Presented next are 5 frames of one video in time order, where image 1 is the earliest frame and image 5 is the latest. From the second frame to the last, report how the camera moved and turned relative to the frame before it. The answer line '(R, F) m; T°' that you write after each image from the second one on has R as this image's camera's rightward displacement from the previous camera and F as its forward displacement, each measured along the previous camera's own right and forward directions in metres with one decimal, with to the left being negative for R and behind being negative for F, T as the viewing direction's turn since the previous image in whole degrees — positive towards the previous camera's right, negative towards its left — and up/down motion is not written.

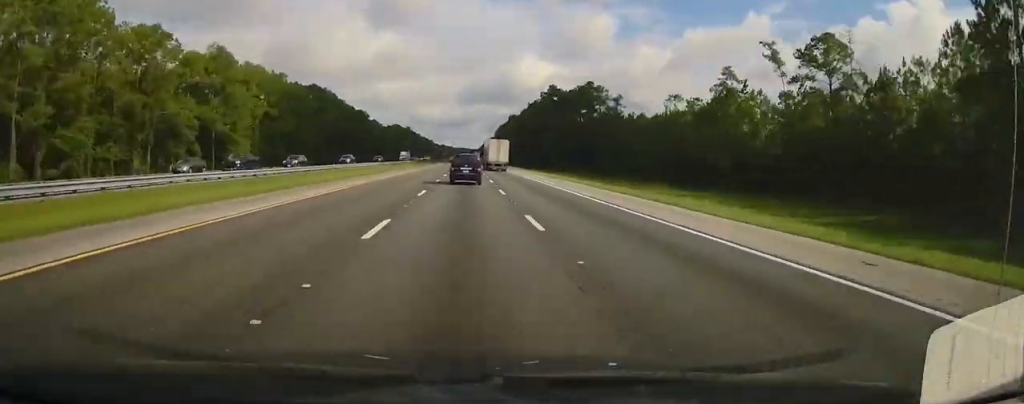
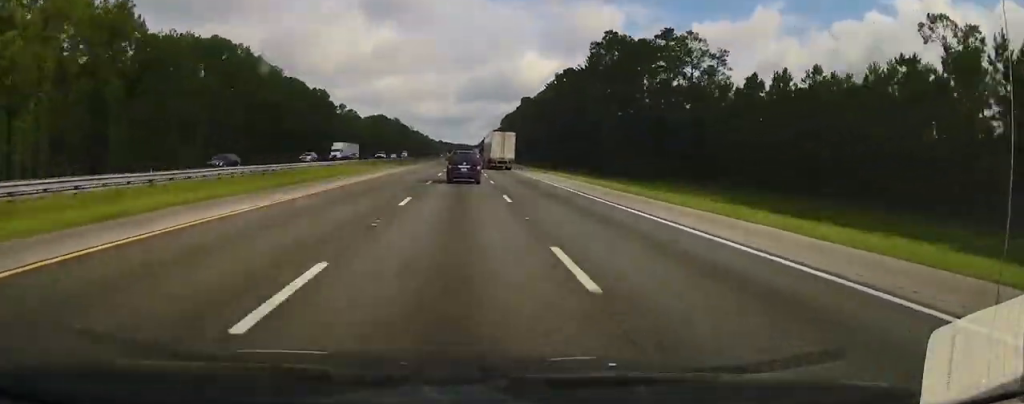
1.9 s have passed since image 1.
(-0.1, +65.3) m; 0°
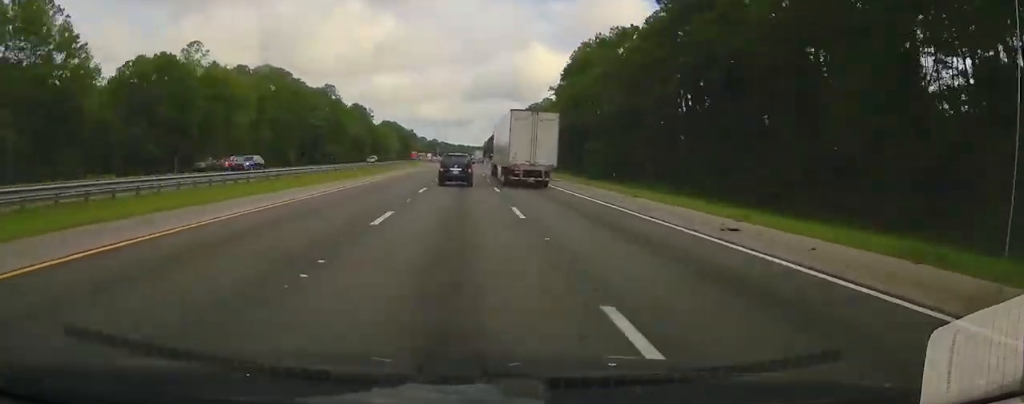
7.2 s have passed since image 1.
(-0.1, +186.1) m; 0°
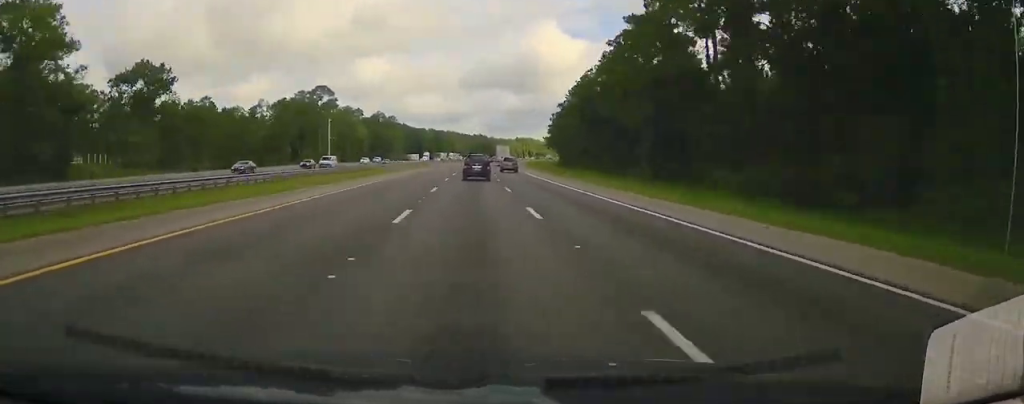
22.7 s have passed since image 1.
(+5.2, +536.5) m; +4°
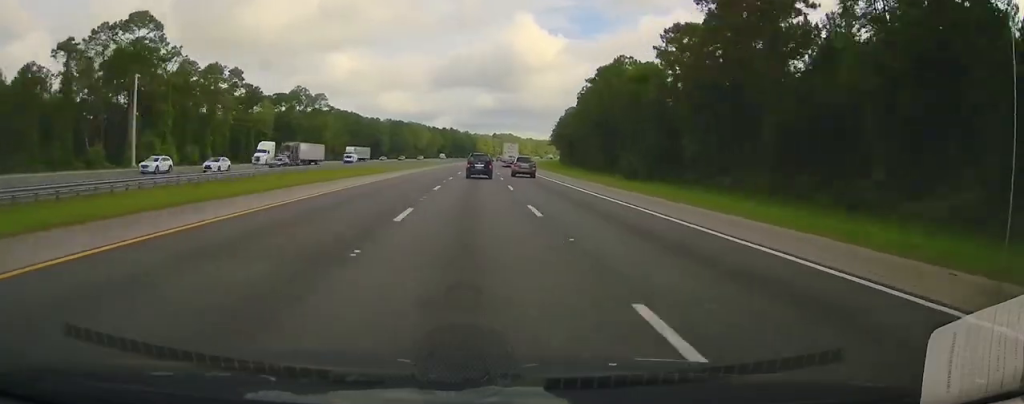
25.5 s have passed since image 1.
(+1.4, +96.4) m; +3°
